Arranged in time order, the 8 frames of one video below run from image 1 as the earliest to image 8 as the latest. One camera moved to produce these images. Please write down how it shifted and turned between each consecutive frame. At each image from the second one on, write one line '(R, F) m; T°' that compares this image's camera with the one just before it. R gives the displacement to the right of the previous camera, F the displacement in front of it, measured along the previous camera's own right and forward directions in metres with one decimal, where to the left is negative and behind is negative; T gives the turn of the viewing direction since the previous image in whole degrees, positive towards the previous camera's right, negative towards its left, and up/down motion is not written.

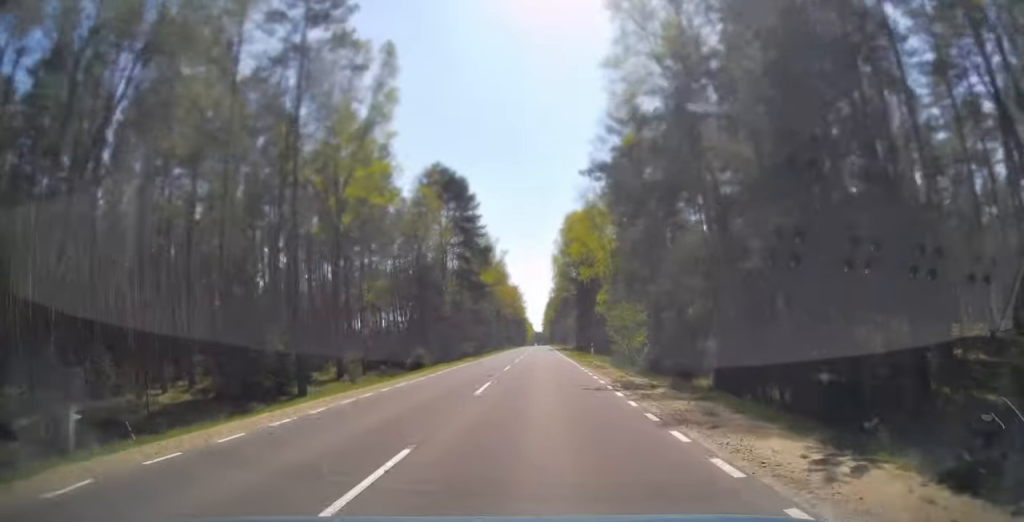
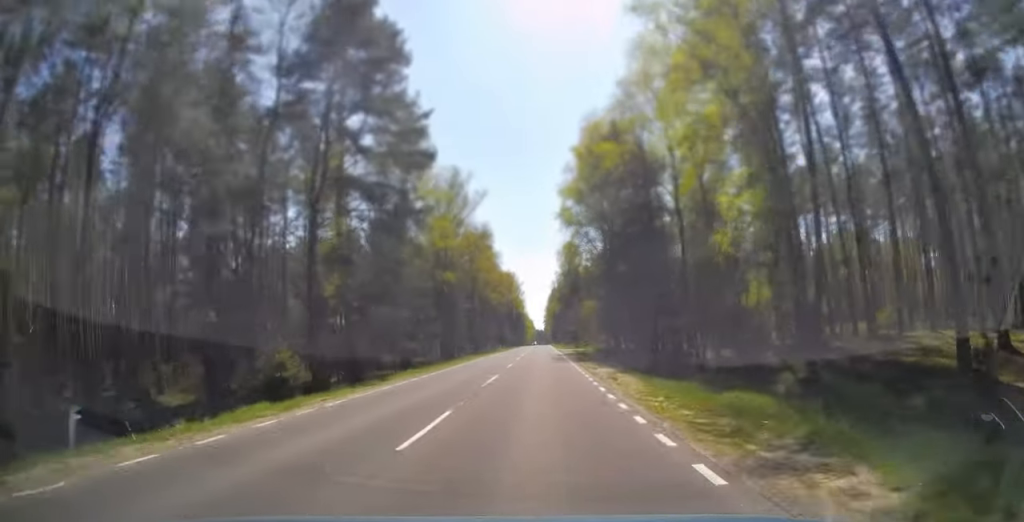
(0.0, +42.5) m; 0°
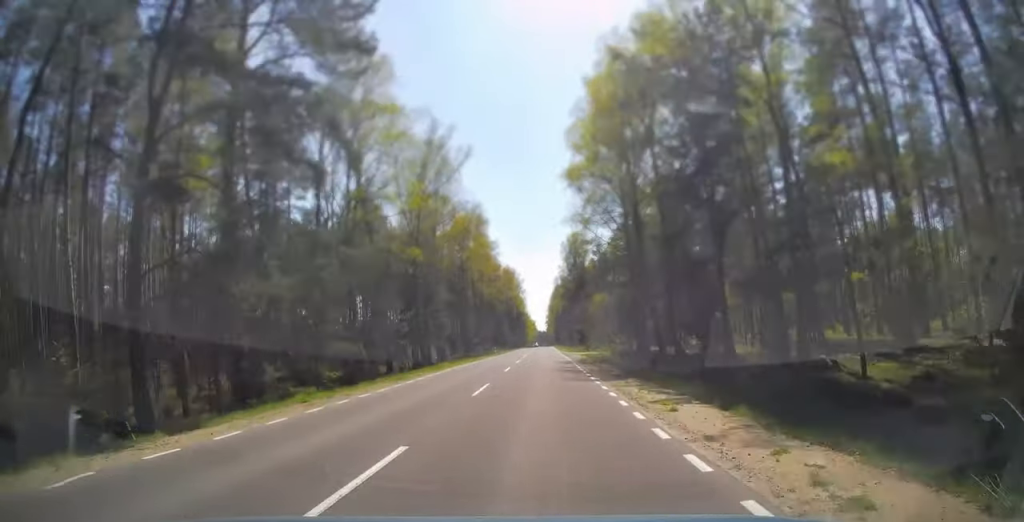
(0.0, +15.5) m; 0°
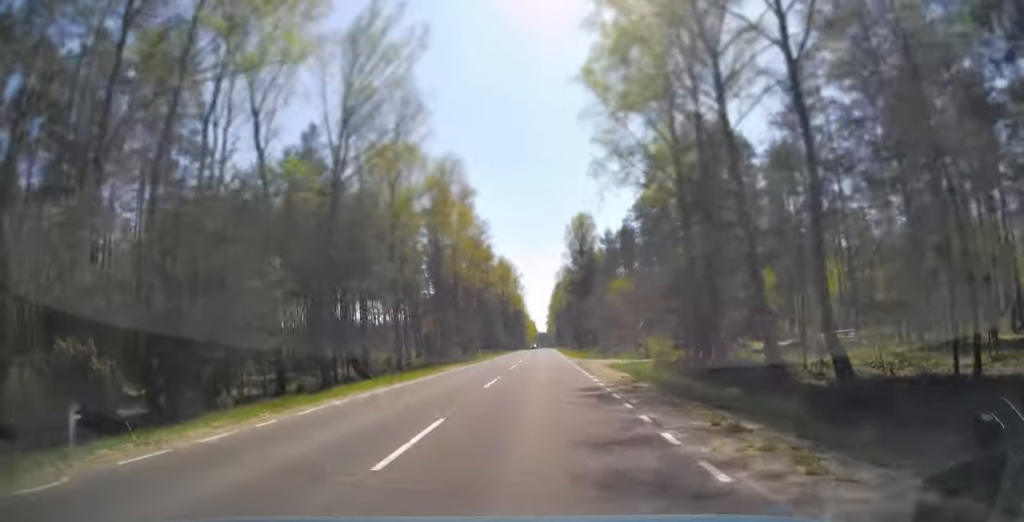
(0.0, +20.5) m; 0°
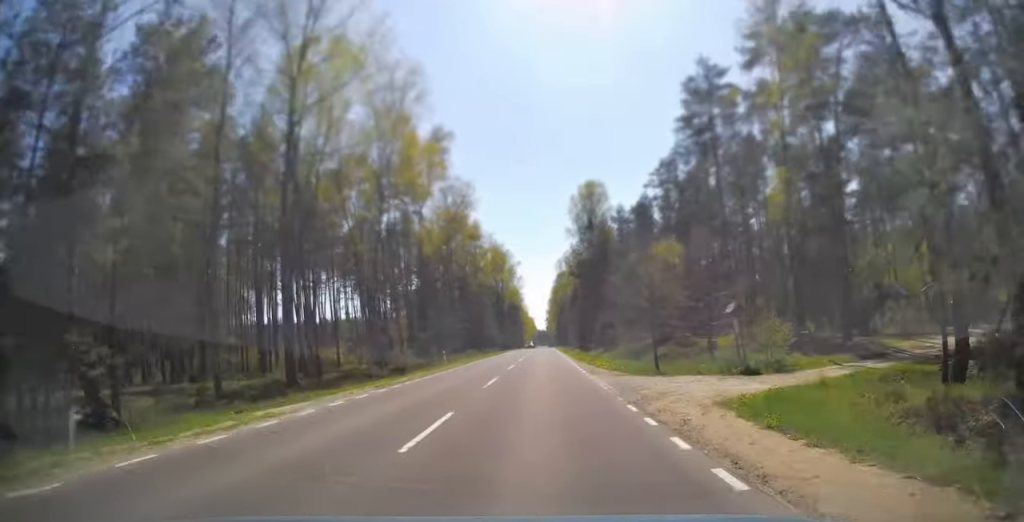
(0.0, +22.3) m; 0°
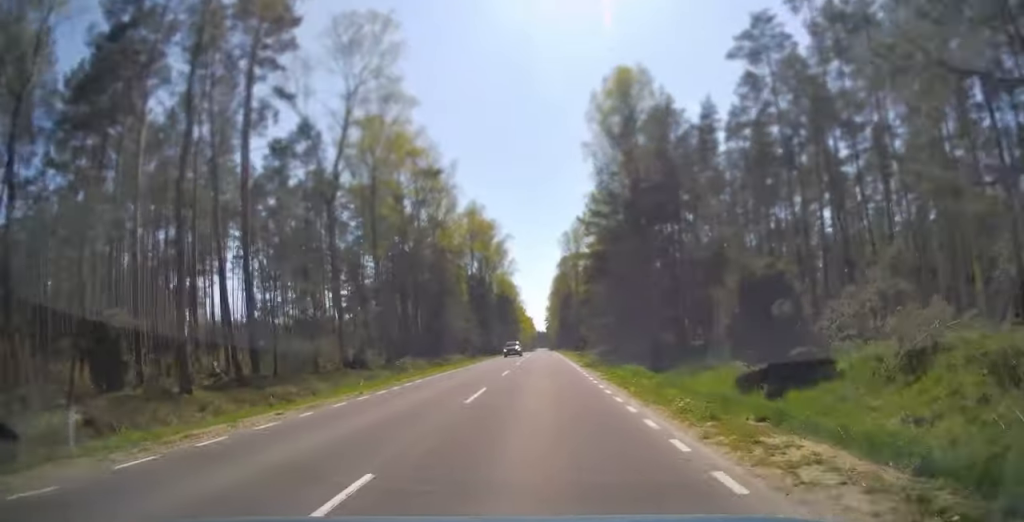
(0.0, +40.1) m; 0°
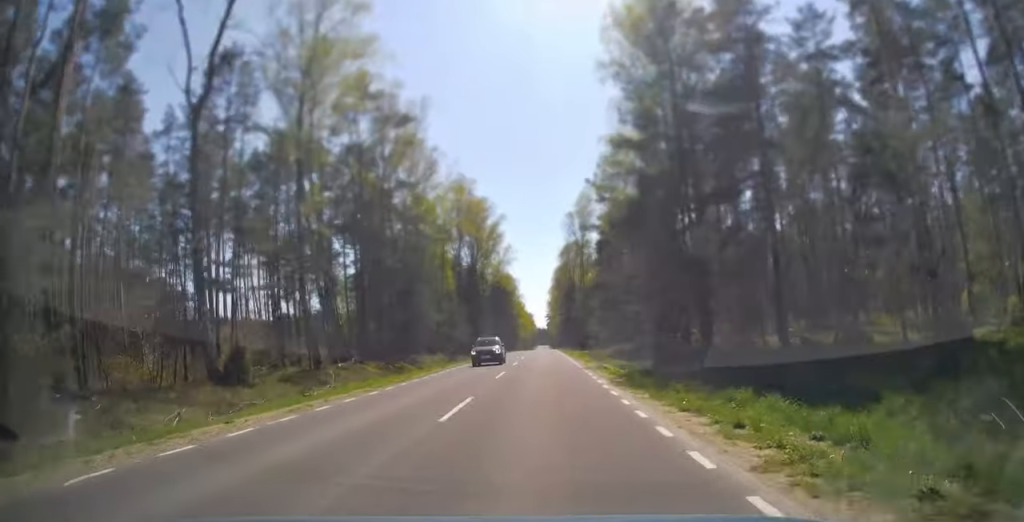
(0.0, +15.1) m; 0°
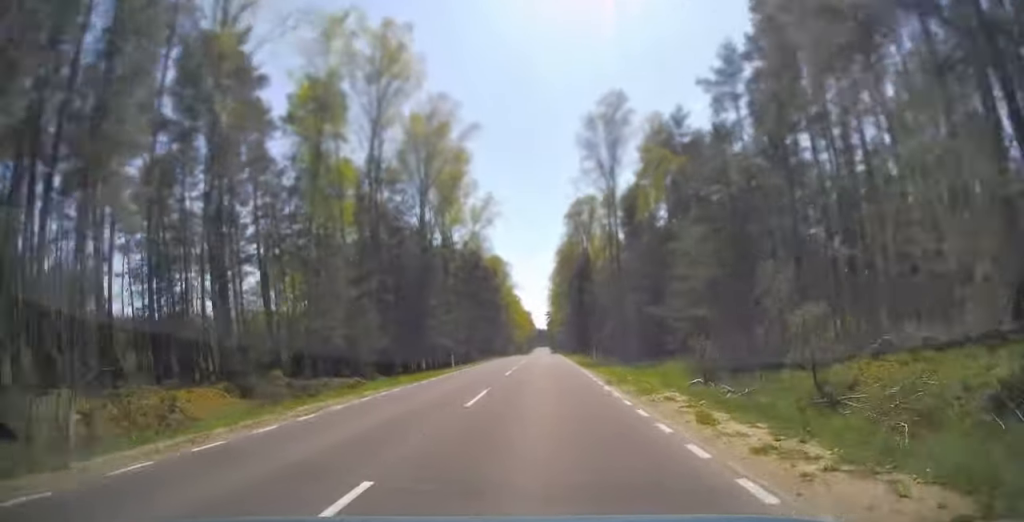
(+0.1, +43.3) m; 0°
